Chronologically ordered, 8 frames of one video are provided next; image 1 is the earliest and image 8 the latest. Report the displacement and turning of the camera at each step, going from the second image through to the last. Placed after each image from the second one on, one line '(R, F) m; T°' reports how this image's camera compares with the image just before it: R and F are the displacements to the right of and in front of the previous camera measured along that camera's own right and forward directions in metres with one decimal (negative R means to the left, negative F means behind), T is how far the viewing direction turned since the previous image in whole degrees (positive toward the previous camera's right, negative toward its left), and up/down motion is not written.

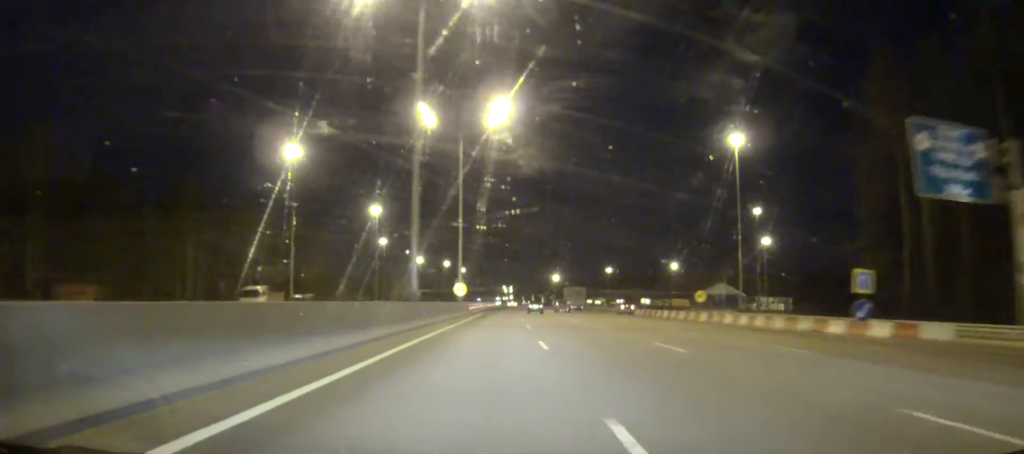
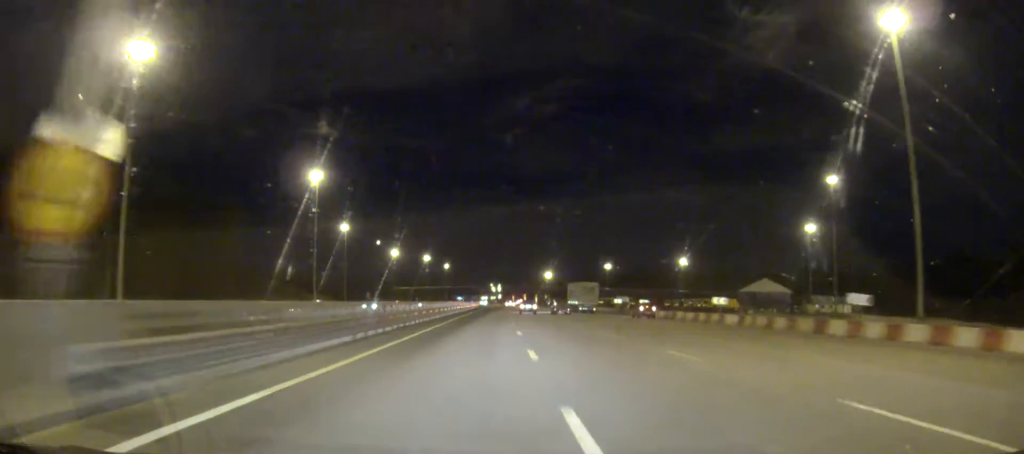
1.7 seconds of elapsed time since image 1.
(+0.5, +63.3) m; +1°
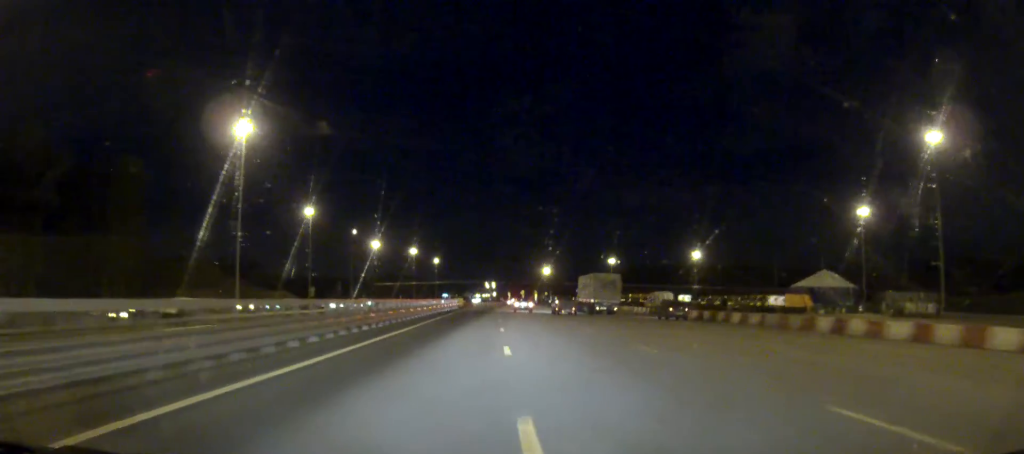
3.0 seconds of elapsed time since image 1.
(+0.2, +48.0) m; 0°
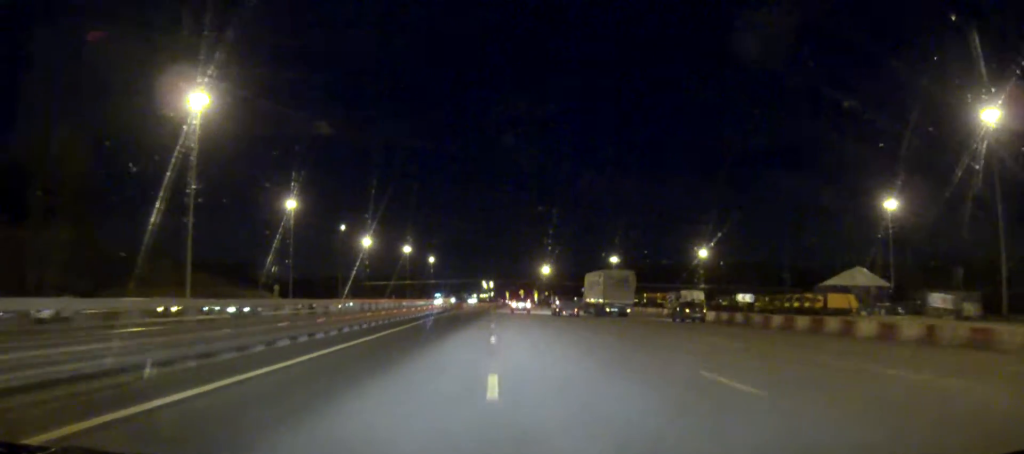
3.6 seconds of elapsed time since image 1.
(0.0, +19.9) m; 0°
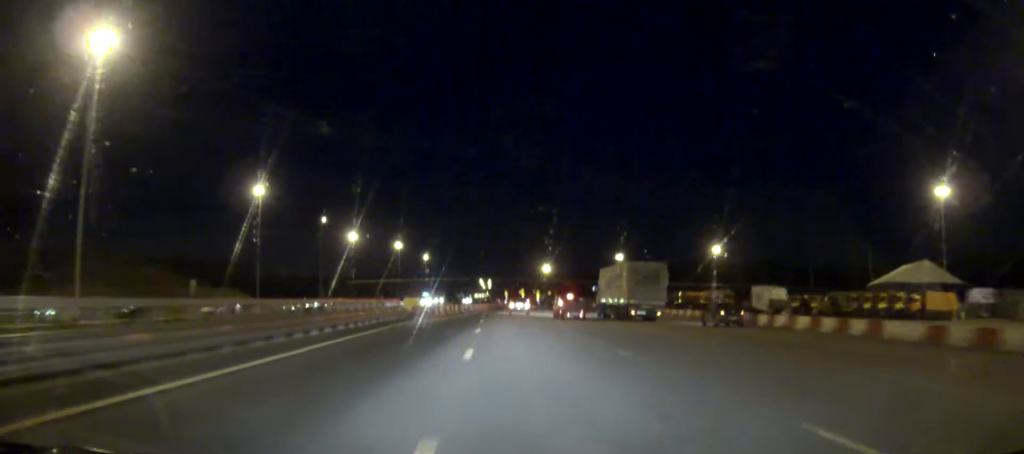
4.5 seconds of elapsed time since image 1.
(+0.1, +30.5) m; 0°
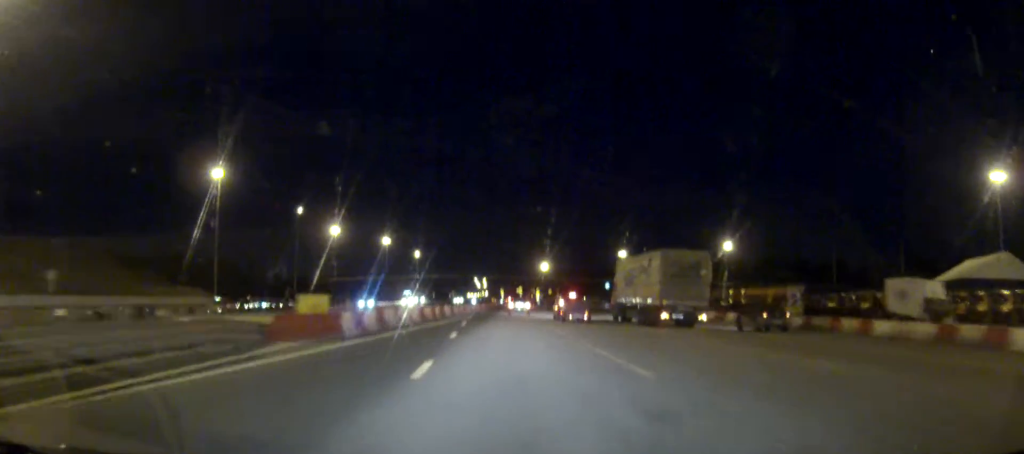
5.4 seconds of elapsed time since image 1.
(0.0, +28.3) m; 0°
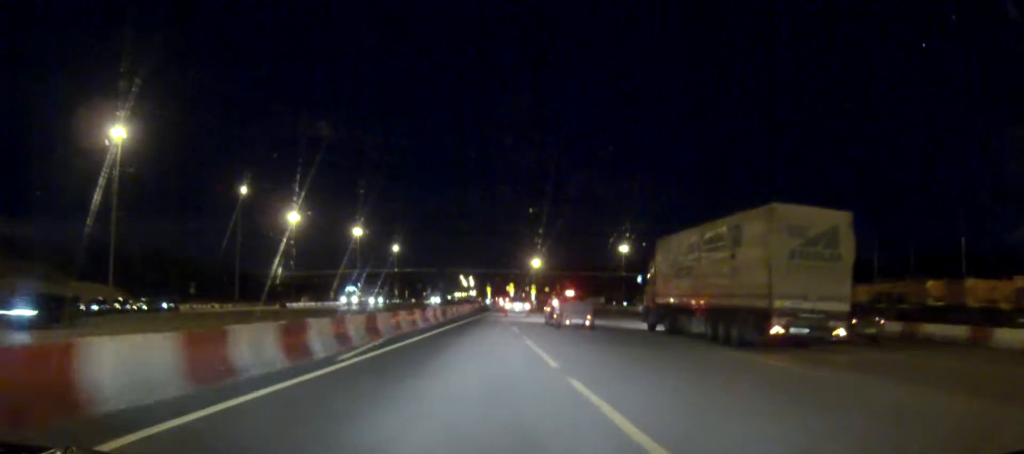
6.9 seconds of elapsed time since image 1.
(+0.3, +46.9) m; +1°
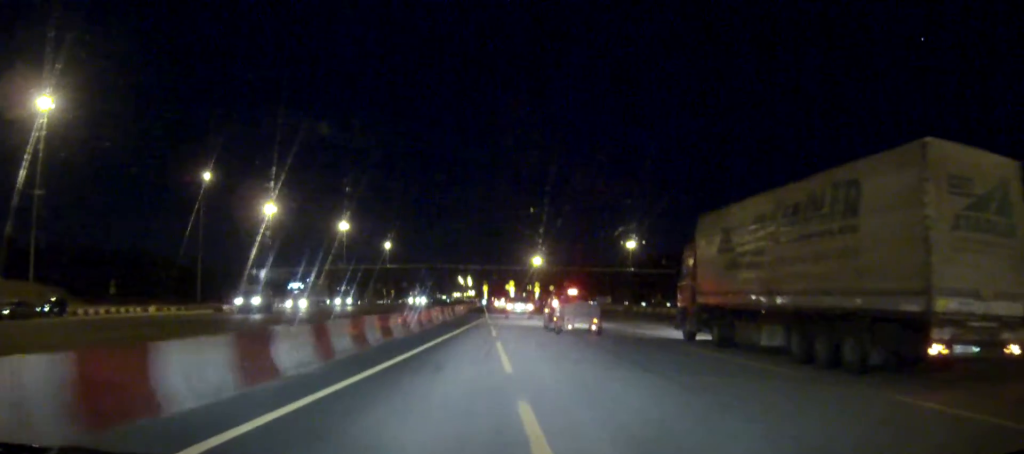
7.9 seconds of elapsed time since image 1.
(+0.1, +26.7) m; 0°
